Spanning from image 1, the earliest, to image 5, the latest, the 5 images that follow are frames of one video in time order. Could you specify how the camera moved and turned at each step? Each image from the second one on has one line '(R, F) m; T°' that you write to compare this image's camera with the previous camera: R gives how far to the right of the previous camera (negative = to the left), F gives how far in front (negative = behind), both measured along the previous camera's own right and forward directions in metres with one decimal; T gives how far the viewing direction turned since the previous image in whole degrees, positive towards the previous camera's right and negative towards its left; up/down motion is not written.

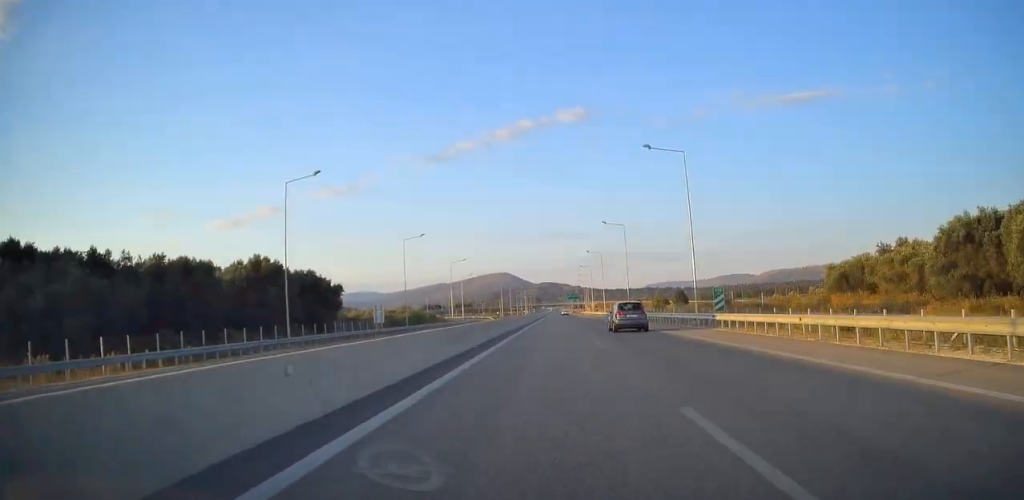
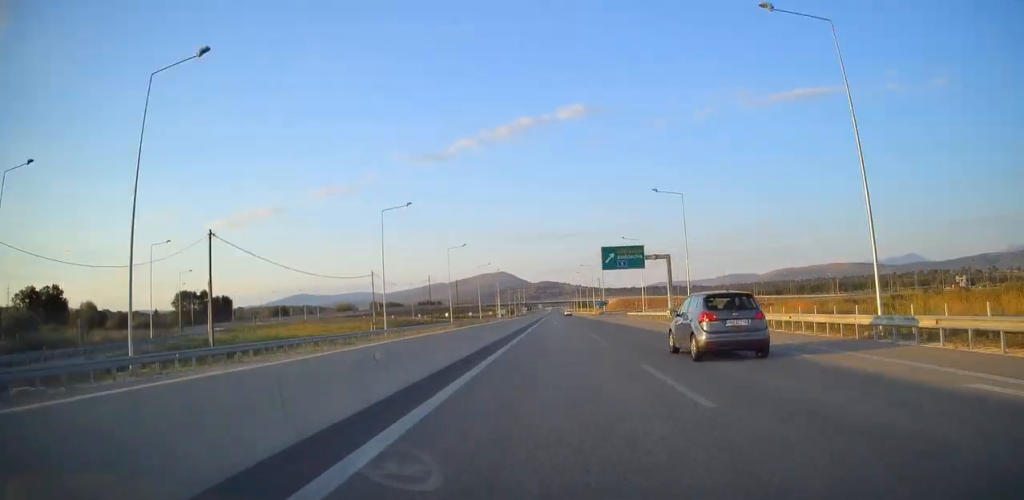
(+0.1, +172.6) m; 0°
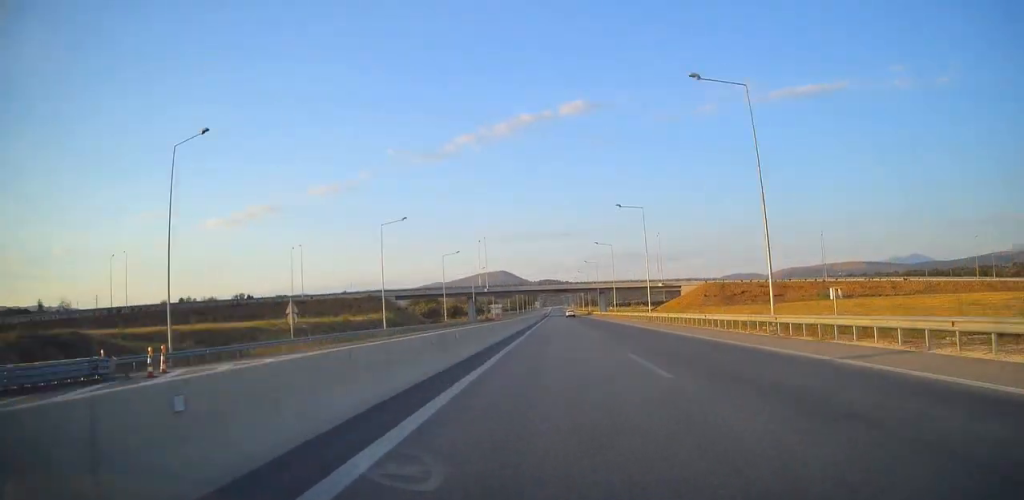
(+0.2, +197.4) m; 0°
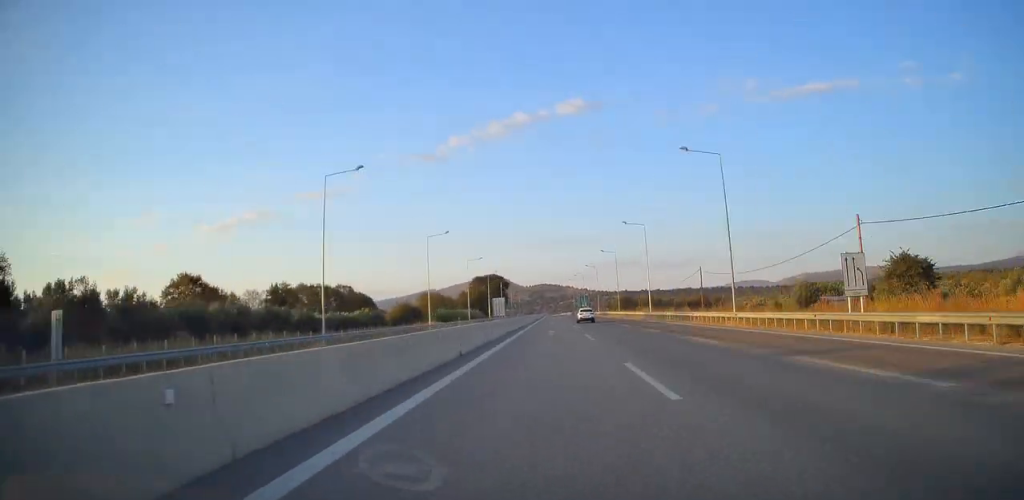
(+0.1, +432.9) m; 0°
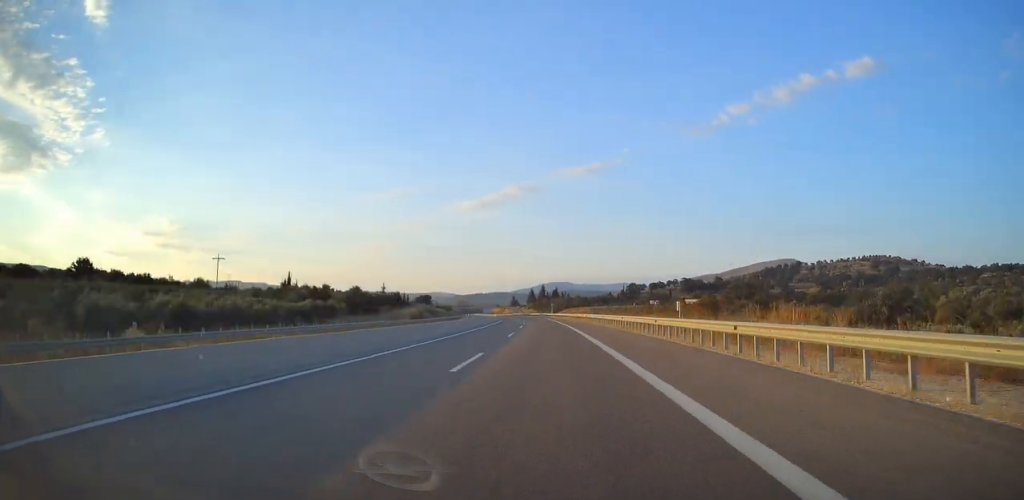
(-193.0, +1100.0) m; -28°
